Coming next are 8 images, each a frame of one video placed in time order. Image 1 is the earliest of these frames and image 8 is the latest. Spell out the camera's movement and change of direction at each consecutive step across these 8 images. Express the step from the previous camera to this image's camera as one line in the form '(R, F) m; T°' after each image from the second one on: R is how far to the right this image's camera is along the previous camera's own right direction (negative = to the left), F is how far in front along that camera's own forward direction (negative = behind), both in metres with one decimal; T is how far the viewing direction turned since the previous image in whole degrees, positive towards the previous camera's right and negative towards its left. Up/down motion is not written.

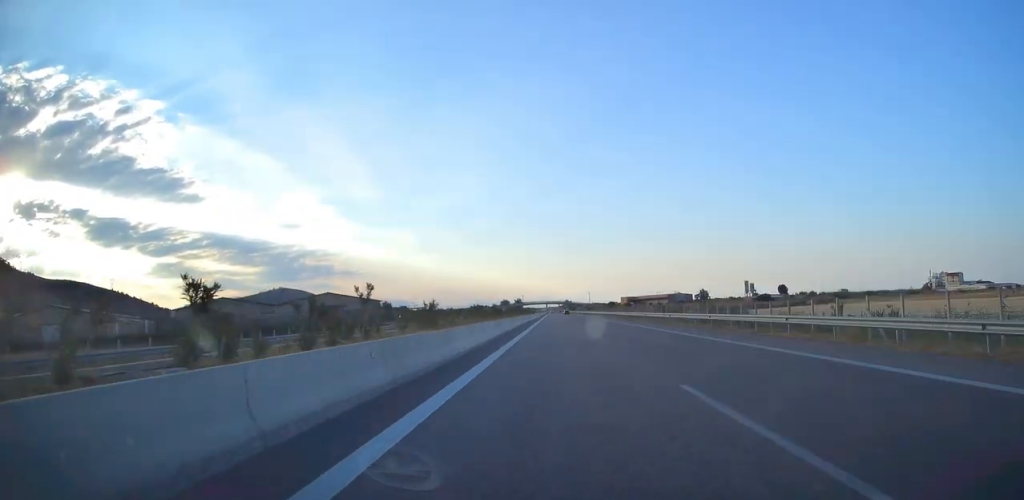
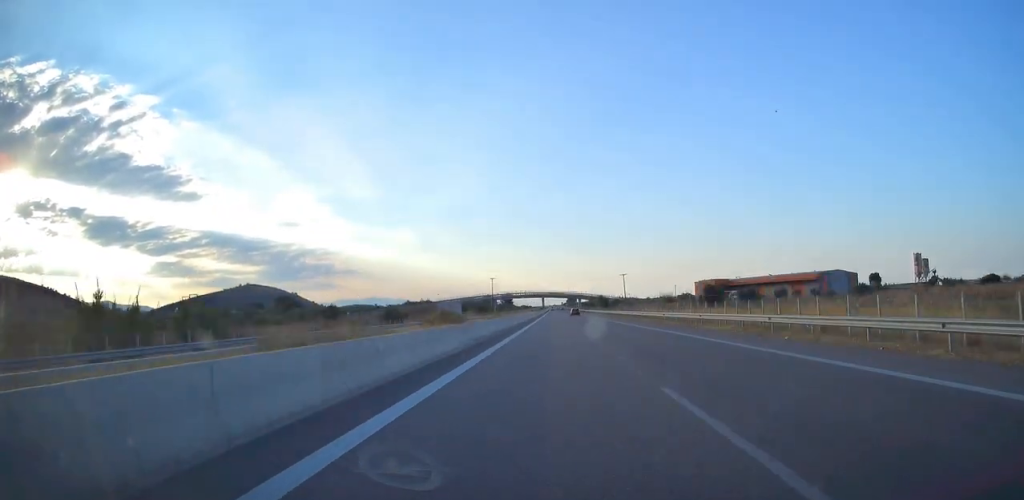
(+0.4, +210.5) m; 0°
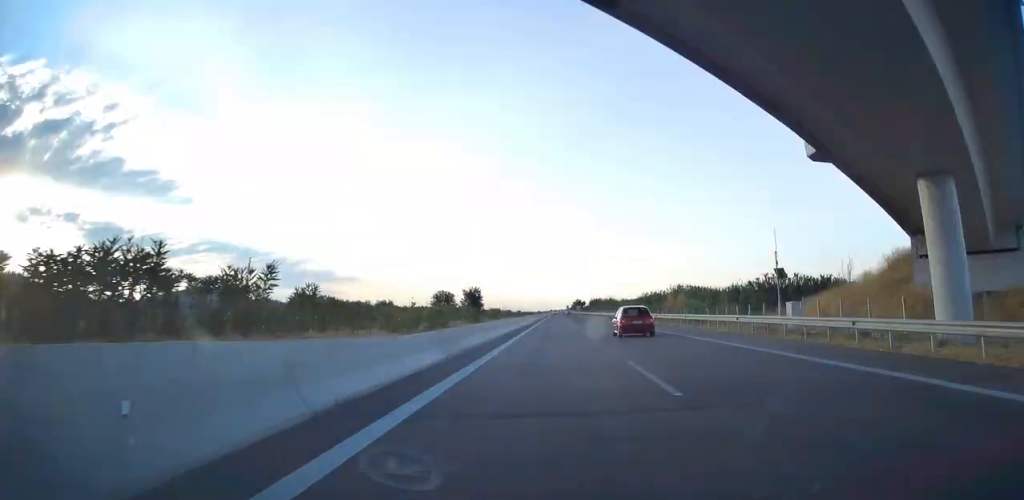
(0.0, +257.1) m; 0°
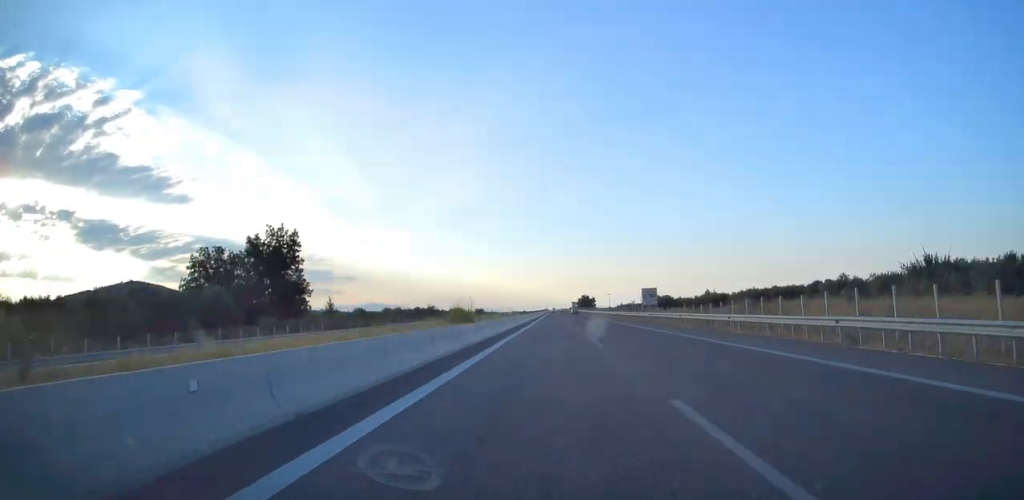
(0.0, +233.2) m; 0°
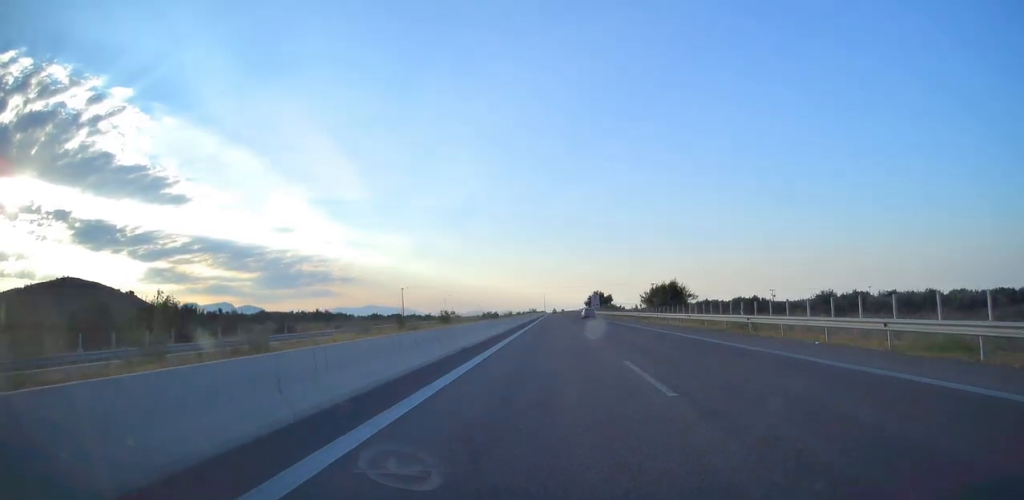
(+1.5, +185.9) m; -1°
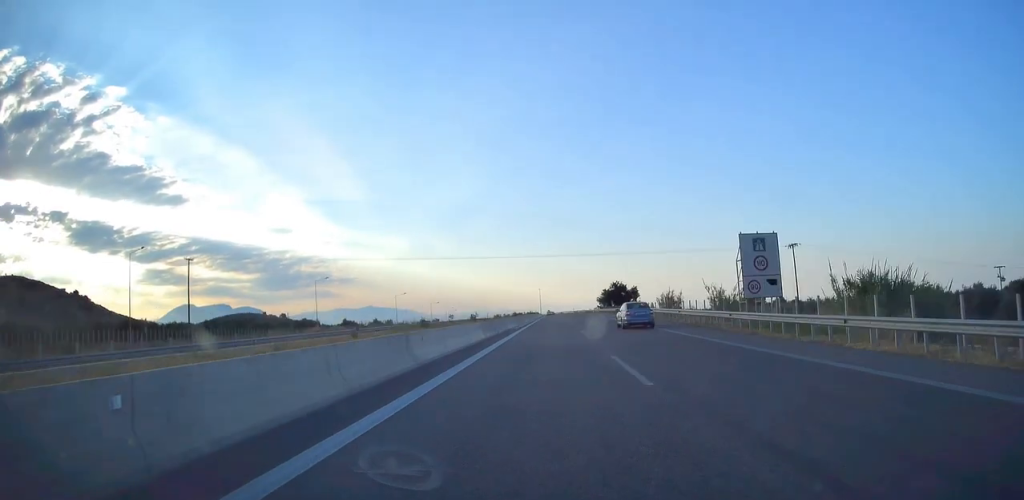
(-2.1, +138.1) m; -4°
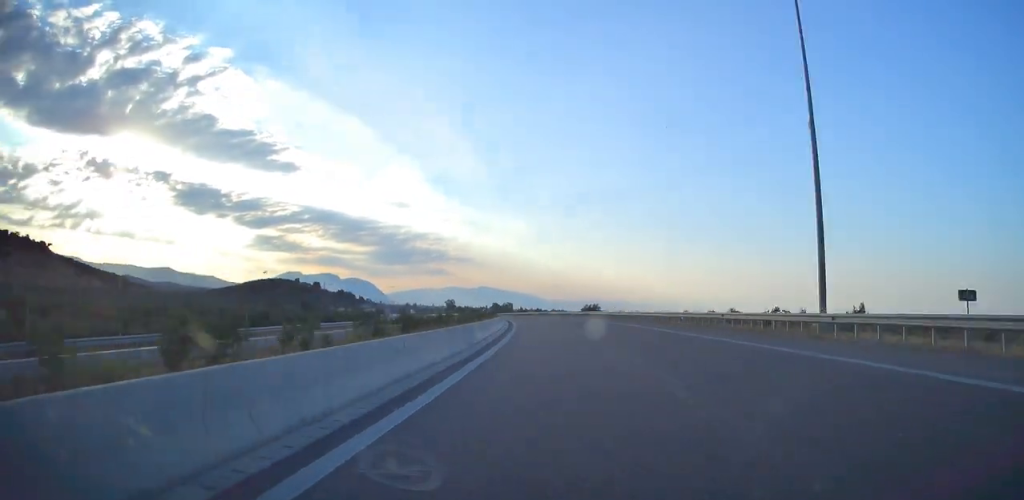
(-16.5, +316.9) m; -10°
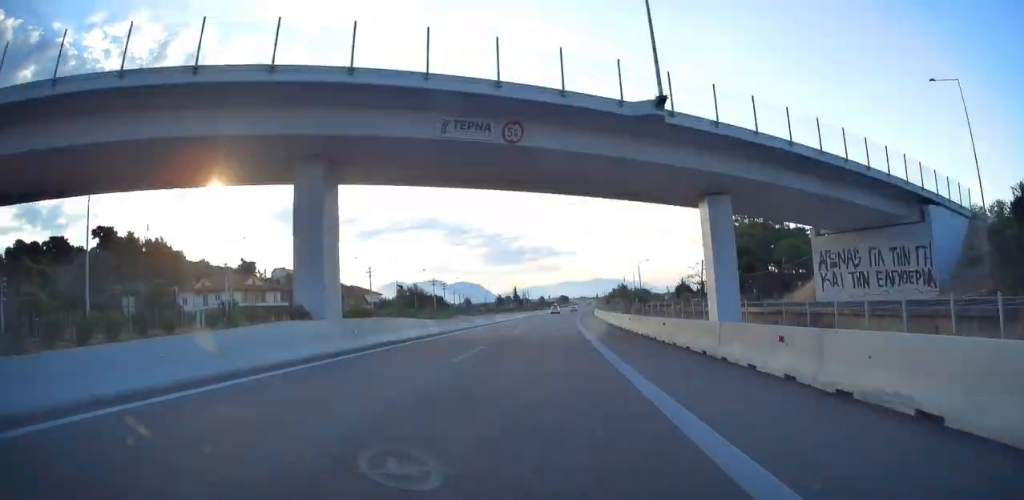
(-97.1, +703.3) m; -6°
